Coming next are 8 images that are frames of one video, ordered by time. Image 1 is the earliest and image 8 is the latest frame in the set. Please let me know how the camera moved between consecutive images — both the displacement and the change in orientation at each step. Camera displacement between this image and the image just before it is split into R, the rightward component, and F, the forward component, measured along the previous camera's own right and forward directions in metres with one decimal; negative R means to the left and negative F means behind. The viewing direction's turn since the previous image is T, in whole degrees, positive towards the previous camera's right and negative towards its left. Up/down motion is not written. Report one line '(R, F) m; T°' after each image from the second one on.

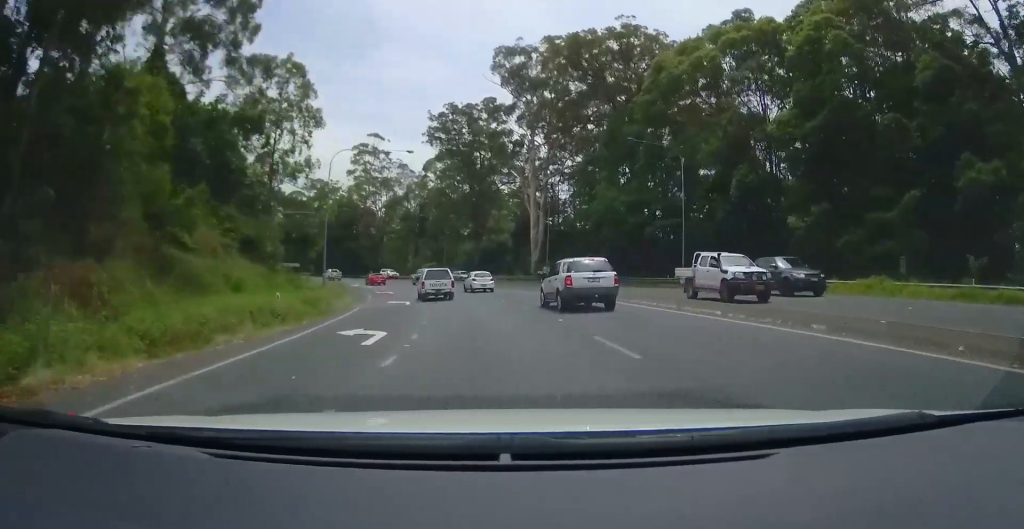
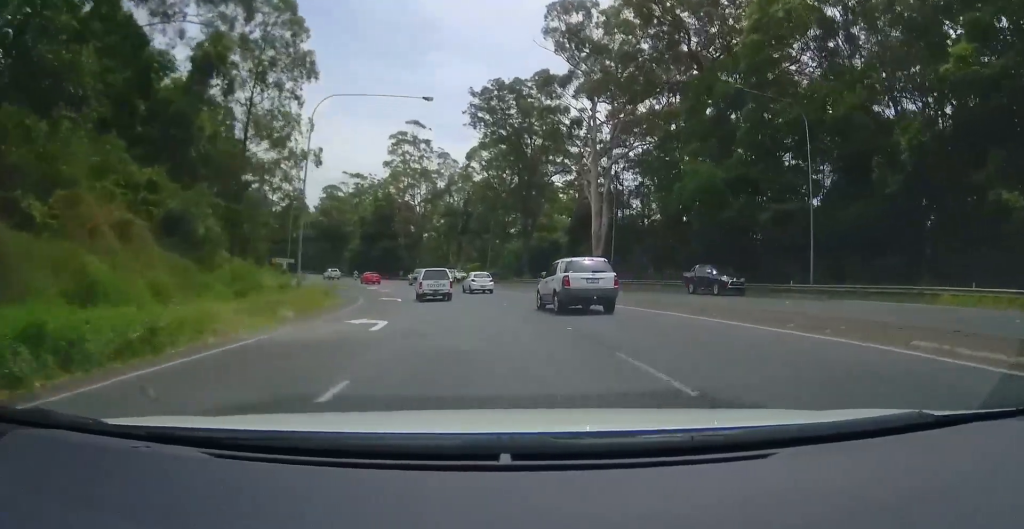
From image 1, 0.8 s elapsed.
(-0.4, +14.8) m; -7°
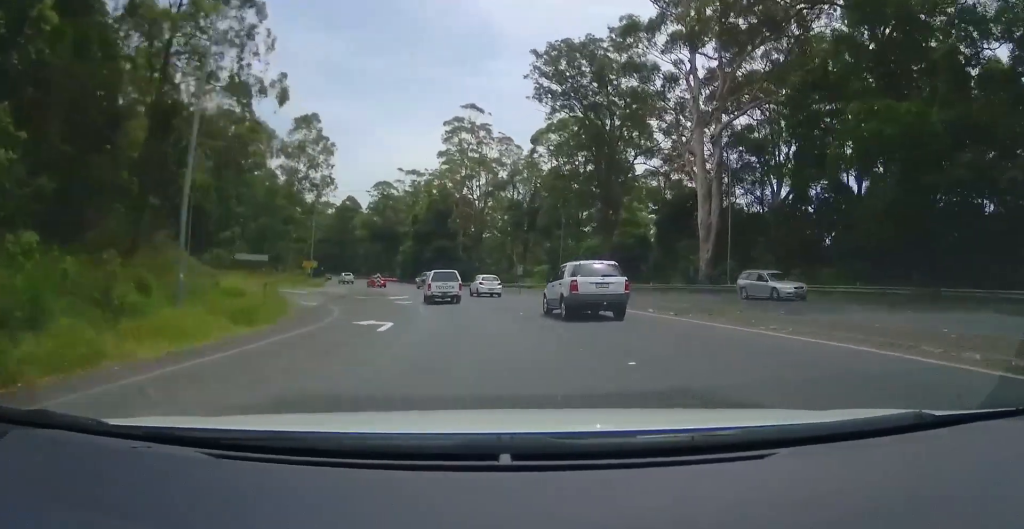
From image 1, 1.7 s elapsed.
(-1.6, +16.4) m; -9°
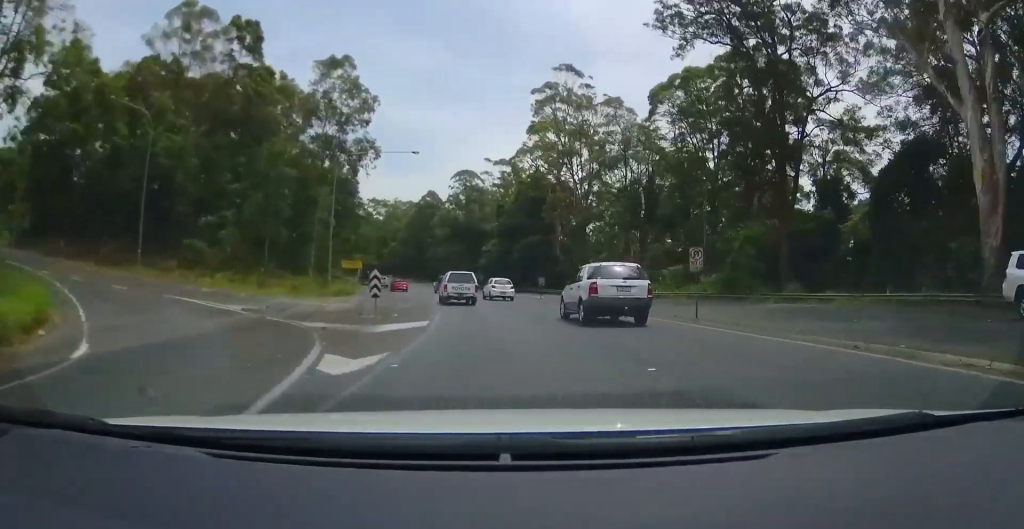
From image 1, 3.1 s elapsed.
(-1.7, +23.7) m; -9°
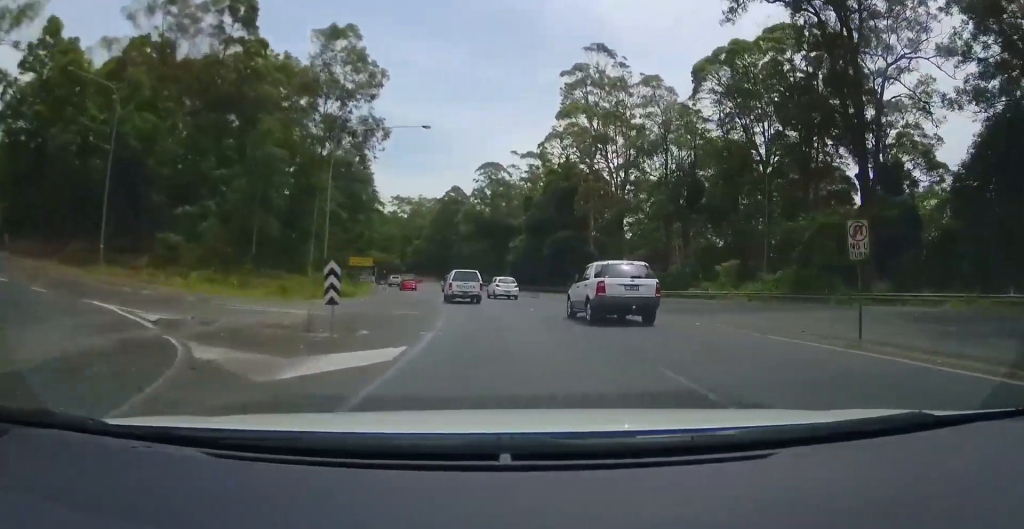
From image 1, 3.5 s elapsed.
(-0.5, +7.5) m; -4°
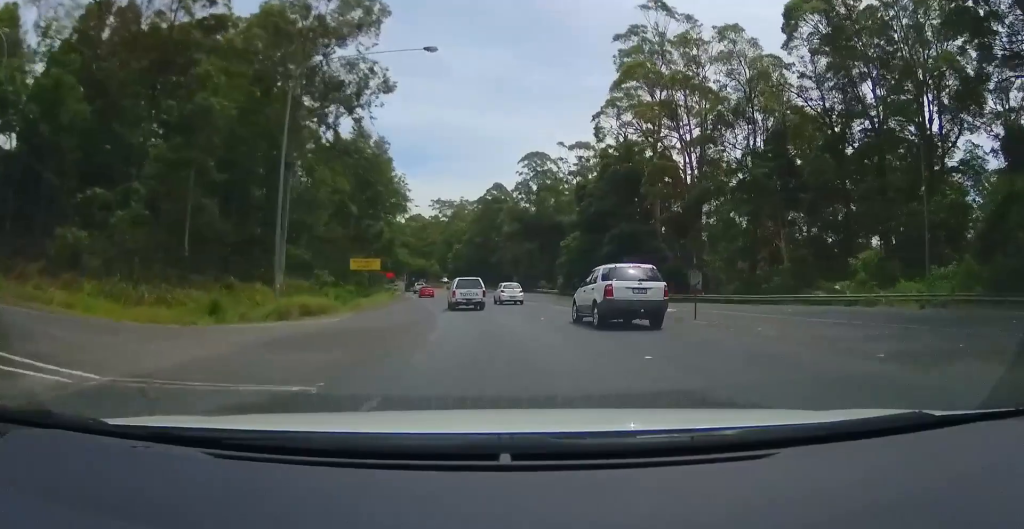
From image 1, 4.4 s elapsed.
(-0.9, +14.2) m; -7°
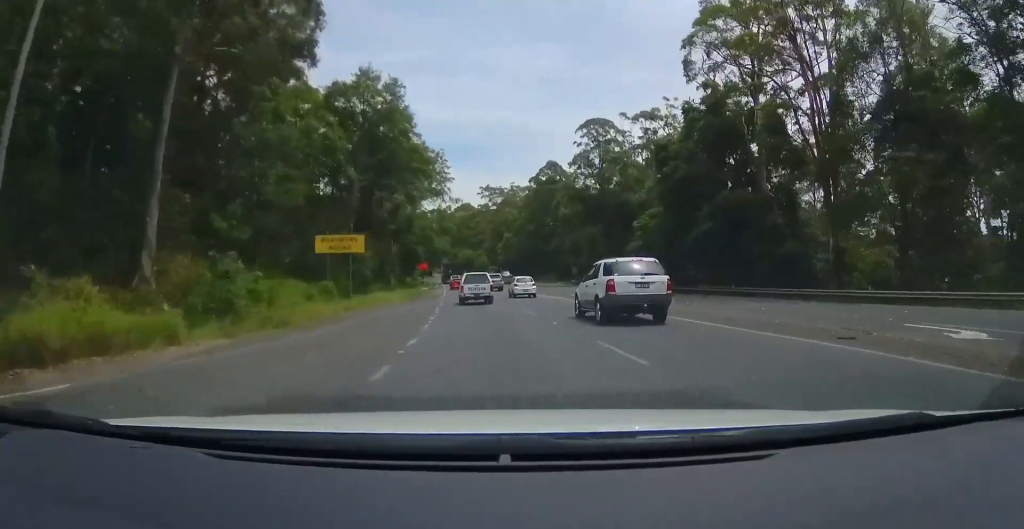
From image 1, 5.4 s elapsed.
(-1.0, +17.0) m; -6°
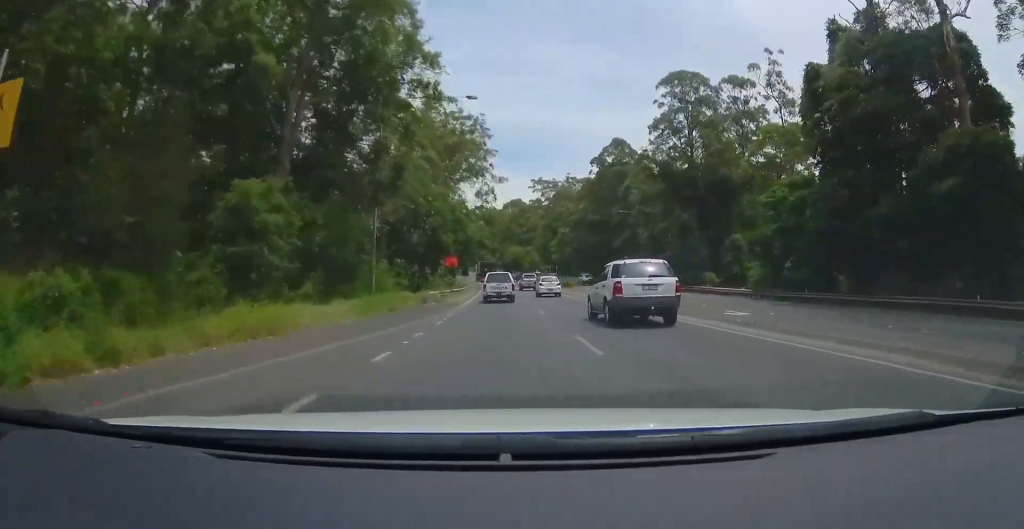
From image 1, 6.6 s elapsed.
(-1.3, +21.9) m; -6°
